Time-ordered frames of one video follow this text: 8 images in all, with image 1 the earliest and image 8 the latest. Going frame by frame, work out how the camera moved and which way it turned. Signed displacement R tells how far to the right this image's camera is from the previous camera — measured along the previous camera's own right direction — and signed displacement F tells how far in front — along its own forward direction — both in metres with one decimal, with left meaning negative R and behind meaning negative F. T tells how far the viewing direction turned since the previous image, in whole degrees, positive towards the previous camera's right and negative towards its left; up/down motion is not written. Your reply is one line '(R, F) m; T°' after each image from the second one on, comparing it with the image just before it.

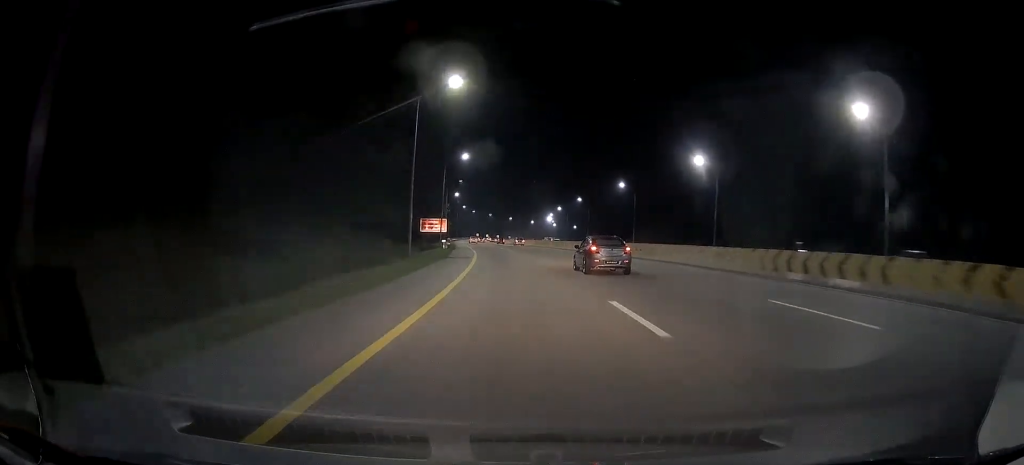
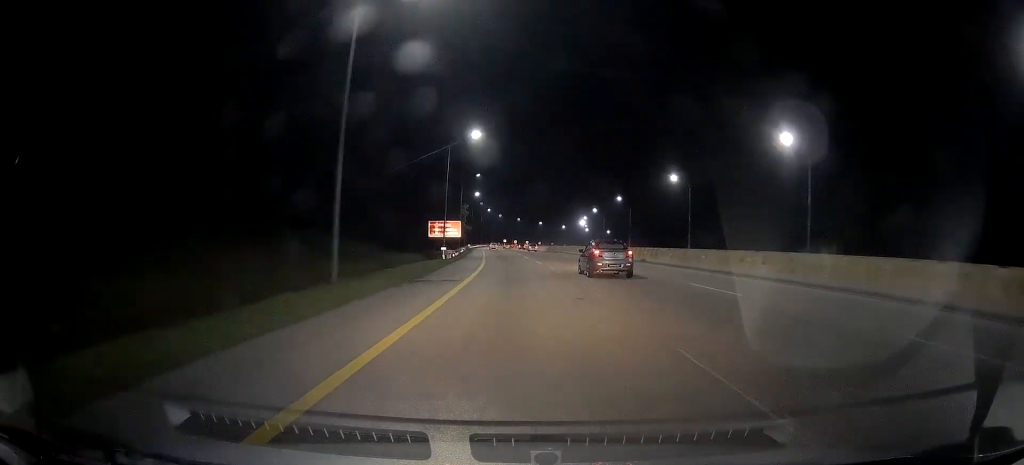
(-0.1, +19.6) m; -3°
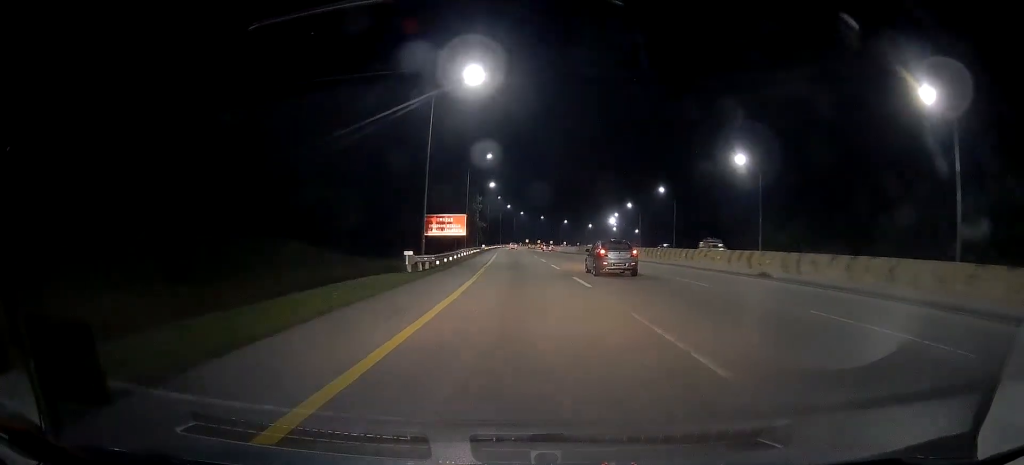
(-0.8, +20.5) m; -4°
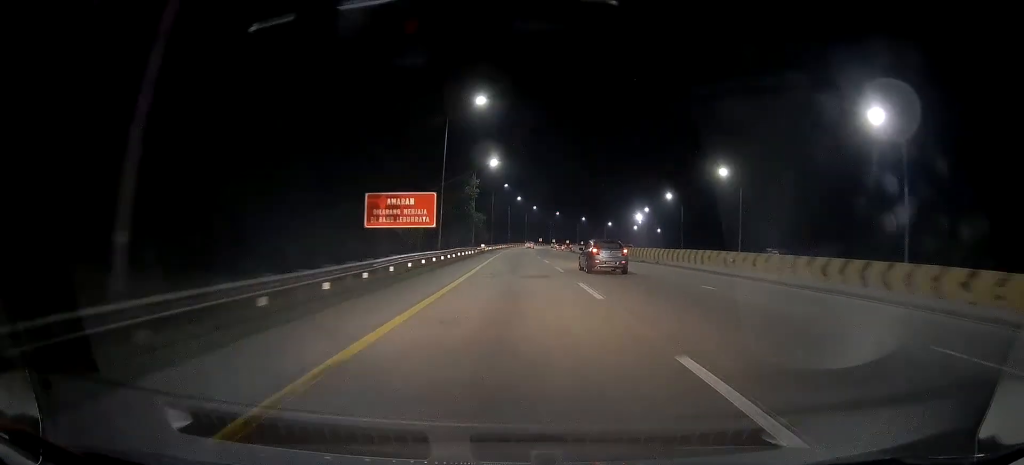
(-1.0, +28.1) m; -2°
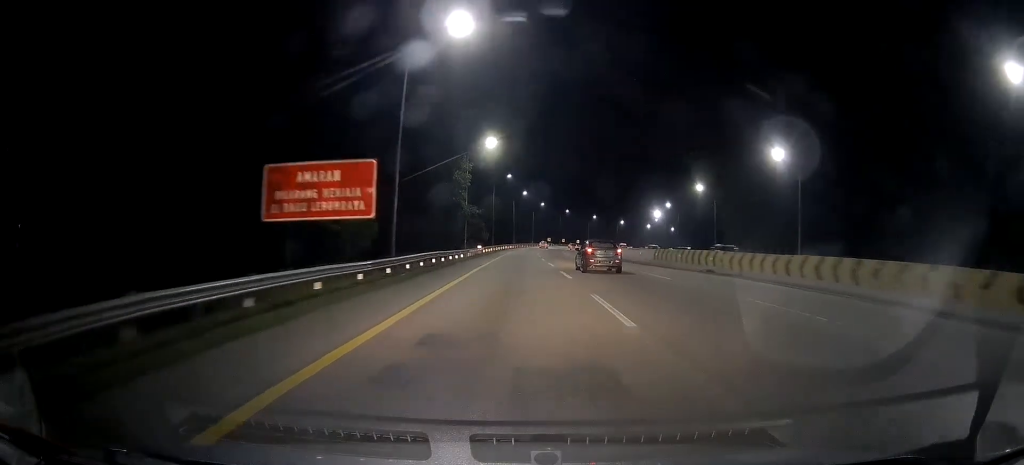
(0.0, +16.4) m; 0°
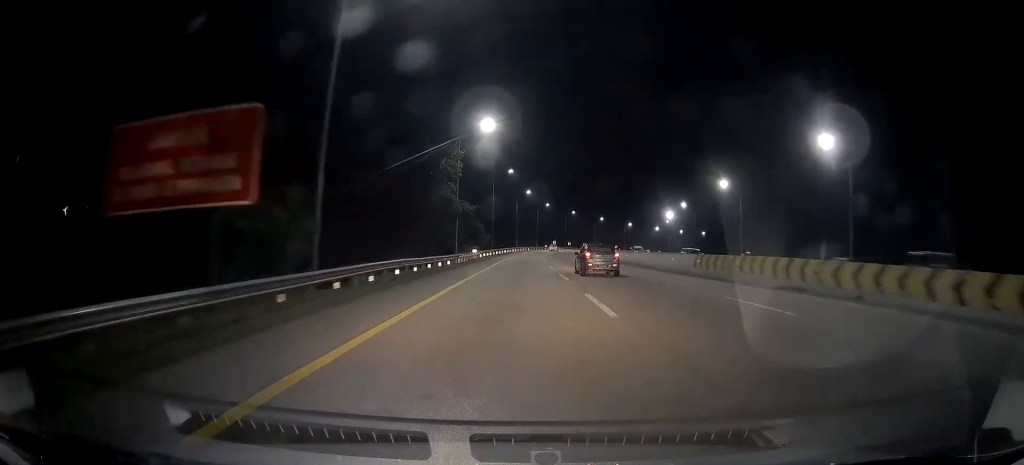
(0.0, +10.5) m; 0°
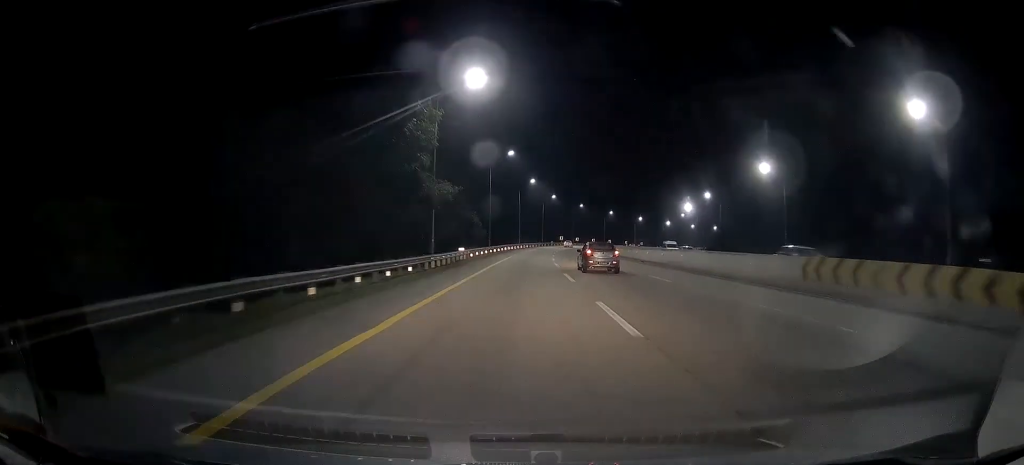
(0.0, +14.2) m; 0°
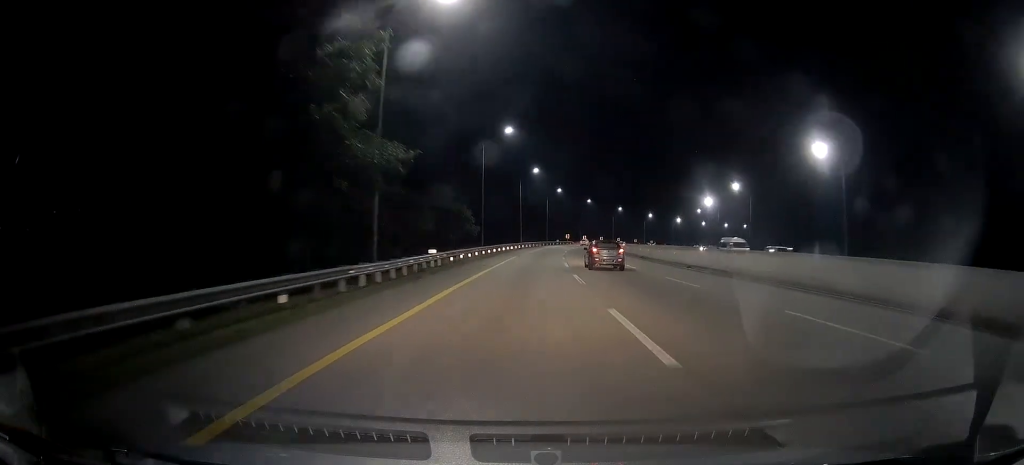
(0.0, +14.3) m; 0°
